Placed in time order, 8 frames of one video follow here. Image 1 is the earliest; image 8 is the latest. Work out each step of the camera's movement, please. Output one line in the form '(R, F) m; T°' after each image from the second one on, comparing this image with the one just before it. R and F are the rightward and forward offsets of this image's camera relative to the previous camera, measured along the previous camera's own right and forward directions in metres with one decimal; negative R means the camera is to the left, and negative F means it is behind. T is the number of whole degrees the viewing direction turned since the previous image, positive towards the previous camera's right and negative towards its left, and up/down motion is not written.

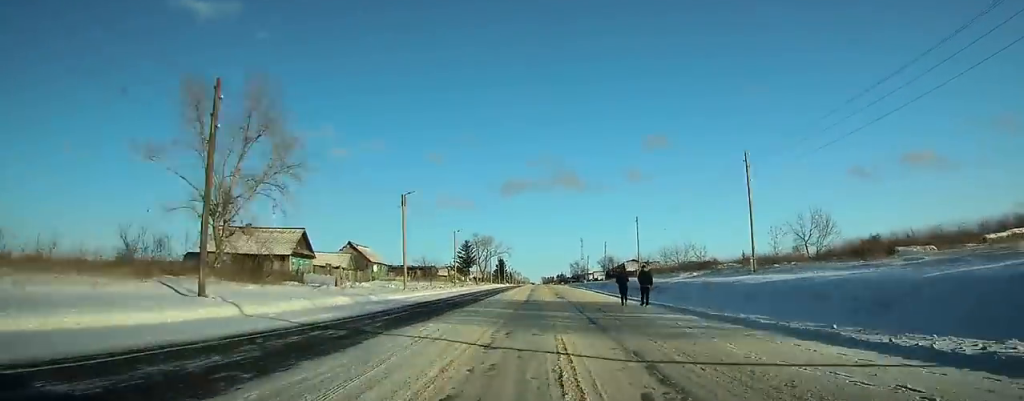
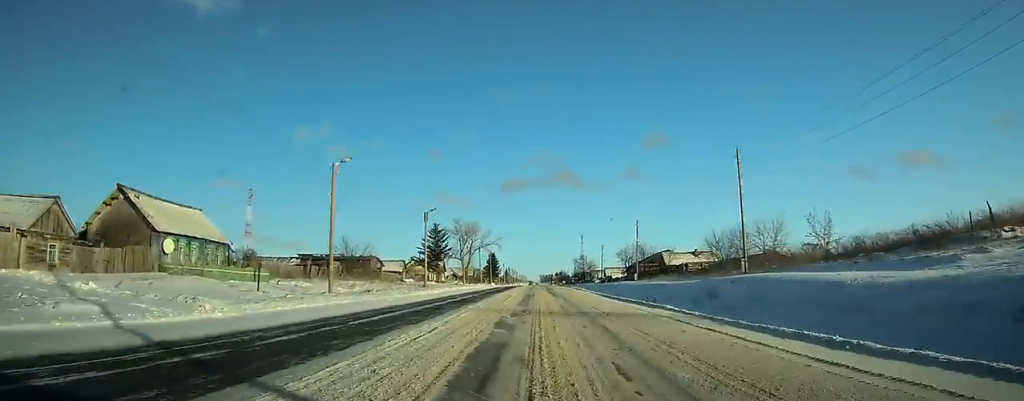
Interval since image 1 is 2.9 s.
(+0.5, +46.0) m; +2°
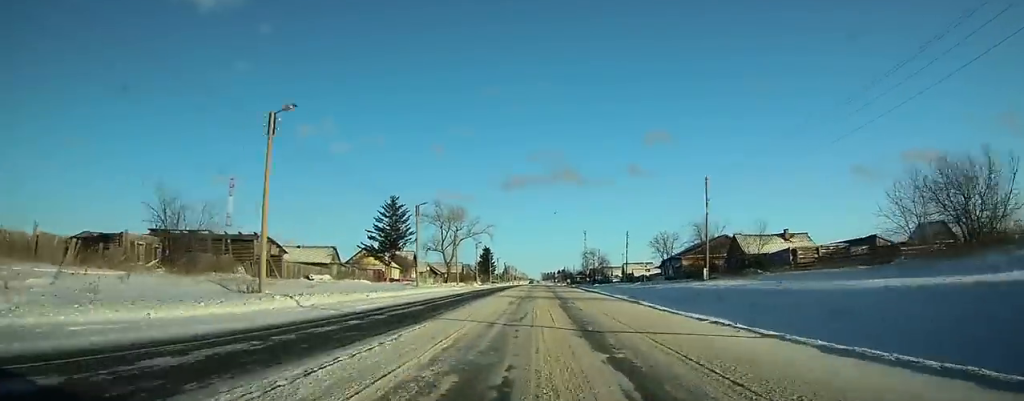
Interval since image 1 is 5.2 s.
(+0.3, +35.9) m; +1°
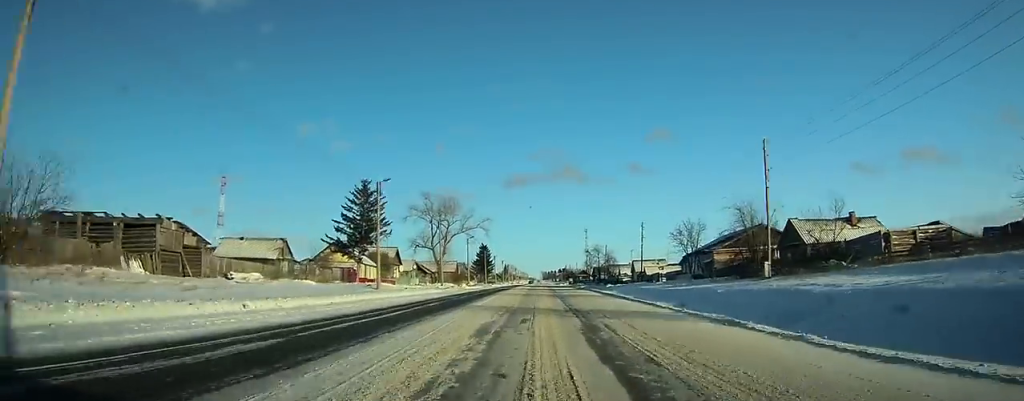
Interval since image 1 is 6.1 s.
(0.0, +13.8) m; 0°
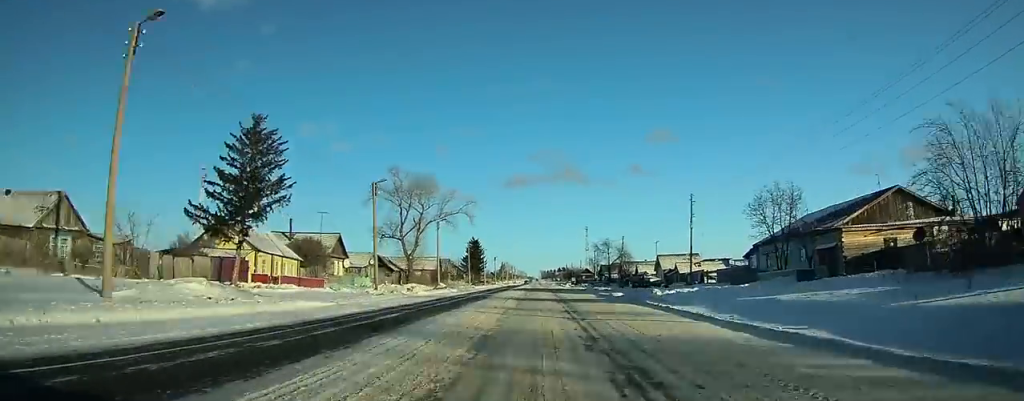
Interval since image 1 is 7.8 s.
(0.0, +27.8) m; 0°
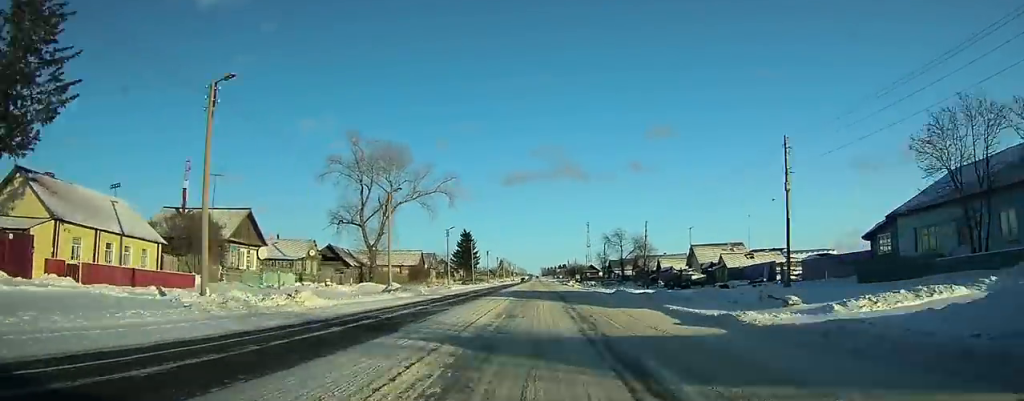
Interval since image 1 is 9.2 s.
(0.0, +22.5) m; +1°
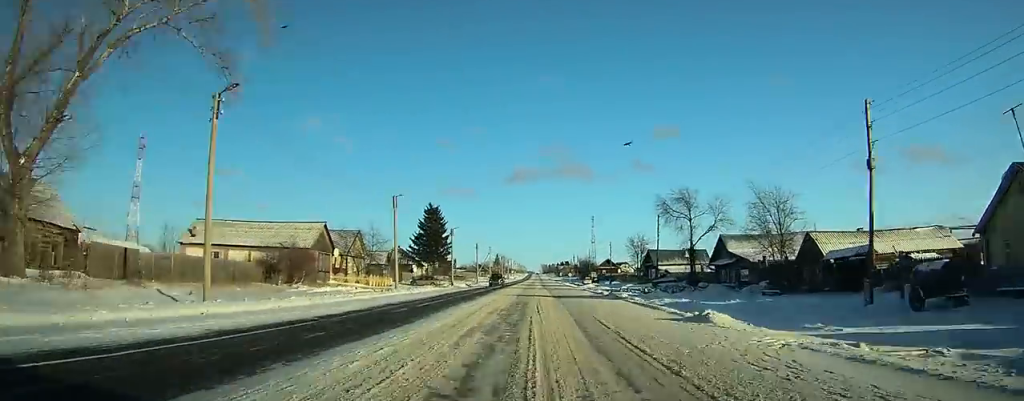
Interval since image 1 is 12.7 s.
(+0.4, +56.9) m; 0°
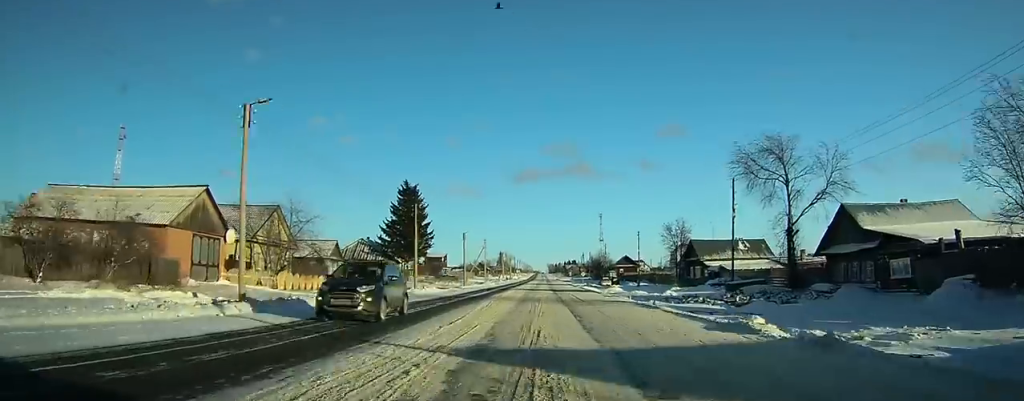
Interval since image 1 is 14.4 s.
(-0.2, +26.8) m; -1°
